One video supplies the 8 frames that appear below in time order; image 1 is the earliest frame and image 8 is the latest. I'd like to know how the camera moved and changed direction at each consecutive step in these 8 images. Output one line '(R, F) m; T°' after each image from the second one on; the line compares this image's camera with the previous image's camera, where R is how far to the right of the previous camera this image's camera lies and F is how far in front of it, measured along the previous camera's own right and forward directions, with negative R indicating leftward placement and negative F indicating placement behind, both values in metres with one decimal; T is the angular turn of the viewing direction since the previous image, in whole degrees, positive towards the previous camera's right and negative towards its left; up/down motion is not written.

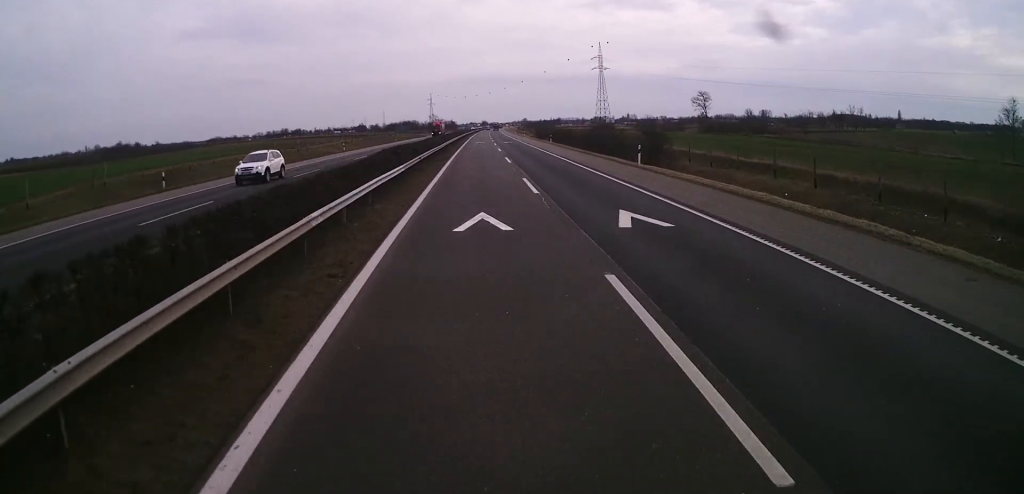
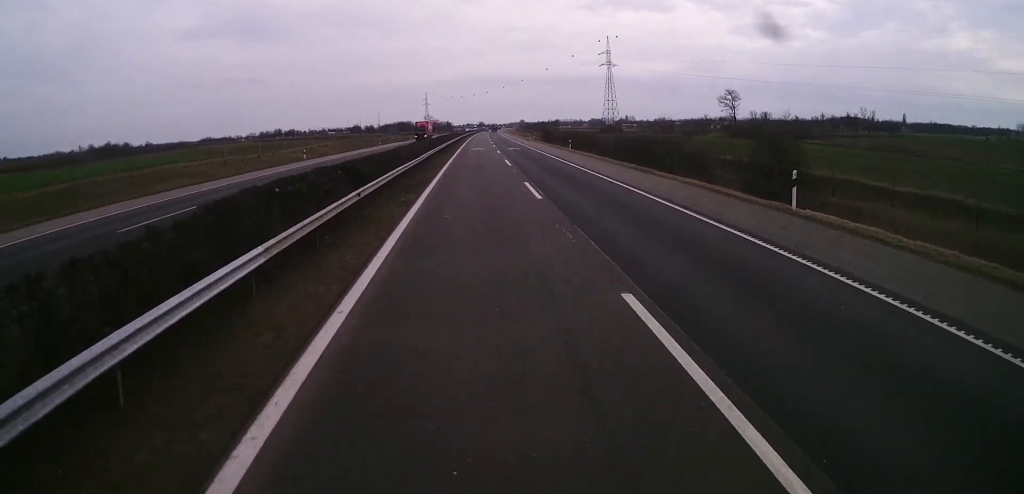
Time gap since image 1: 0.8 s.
(0.0, +18.8) m; 0°
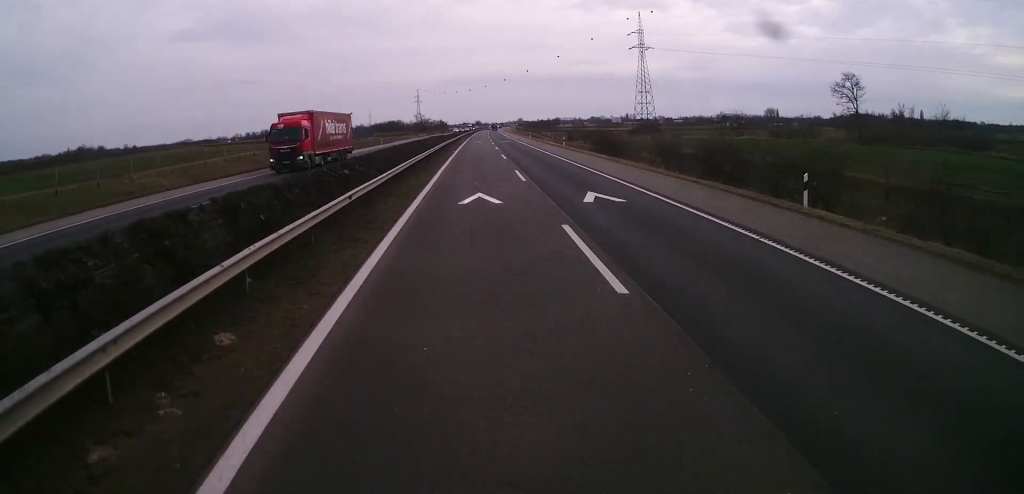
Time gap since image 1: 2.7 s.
(+0.3, +46.8) m; +1°
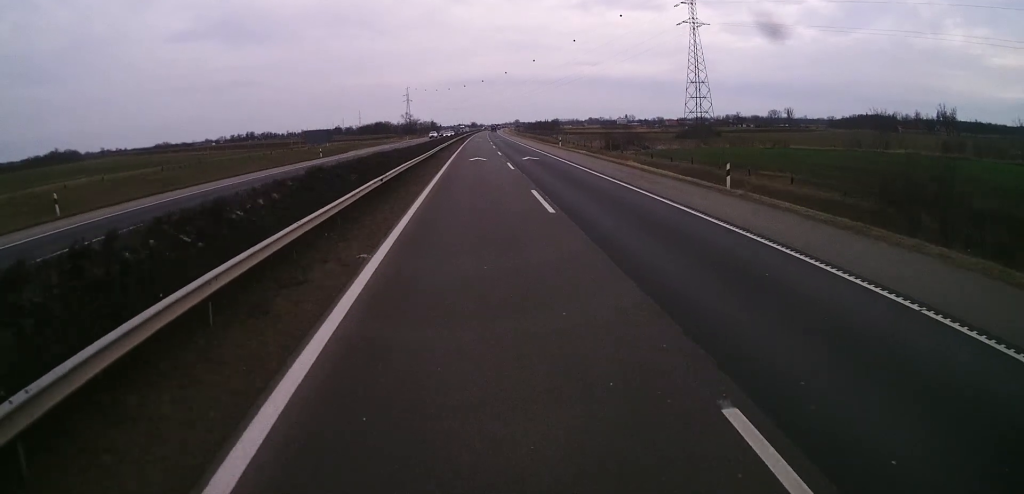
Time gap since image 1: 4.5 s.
(+0.3, +42.7) m; 0°
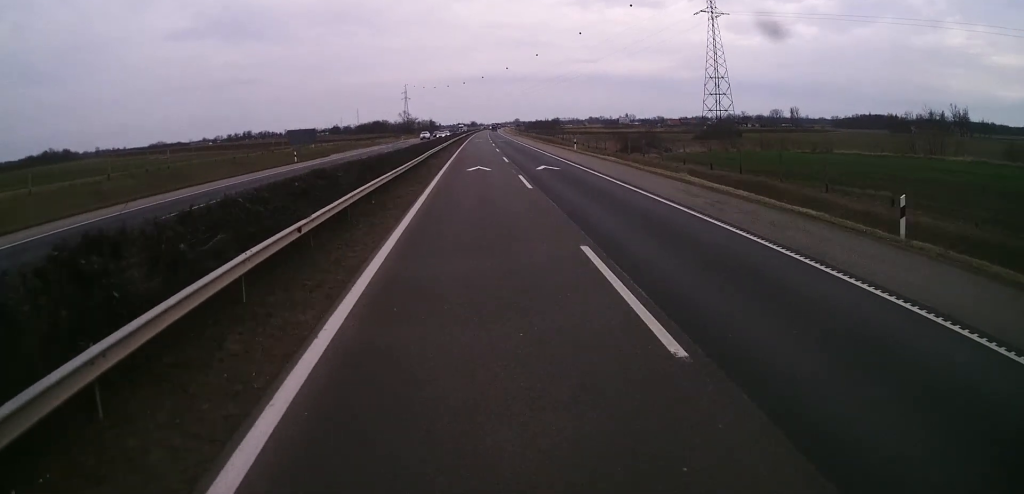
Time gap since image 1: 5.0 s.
(-0.1, +9.7) m; 0°
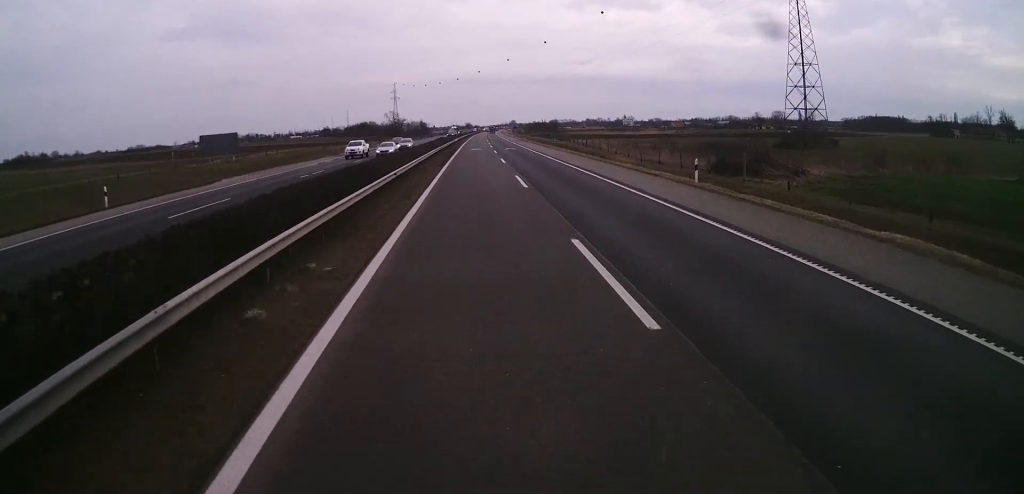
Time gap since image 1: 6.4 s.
(0.0, +29.5) m; 0°
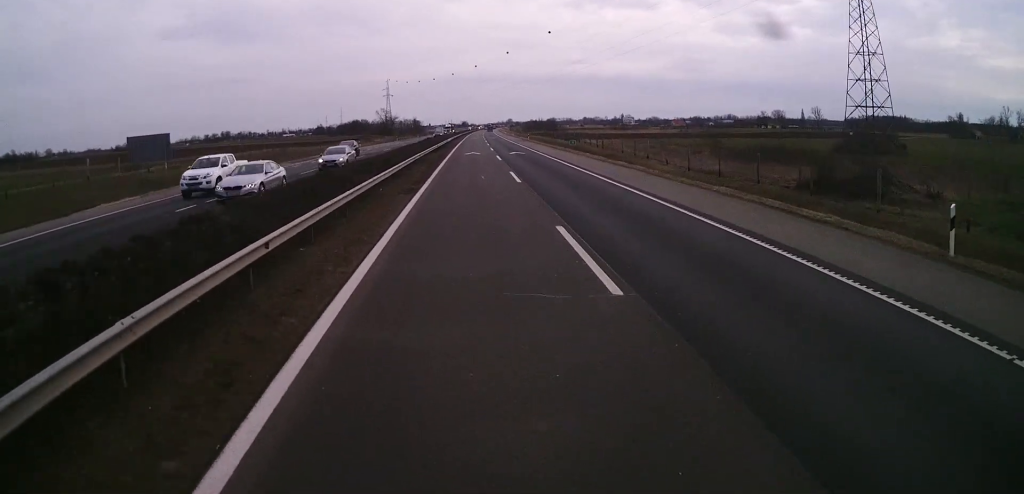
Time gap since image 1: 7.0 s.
(-0.1, +13.8) m; 0°
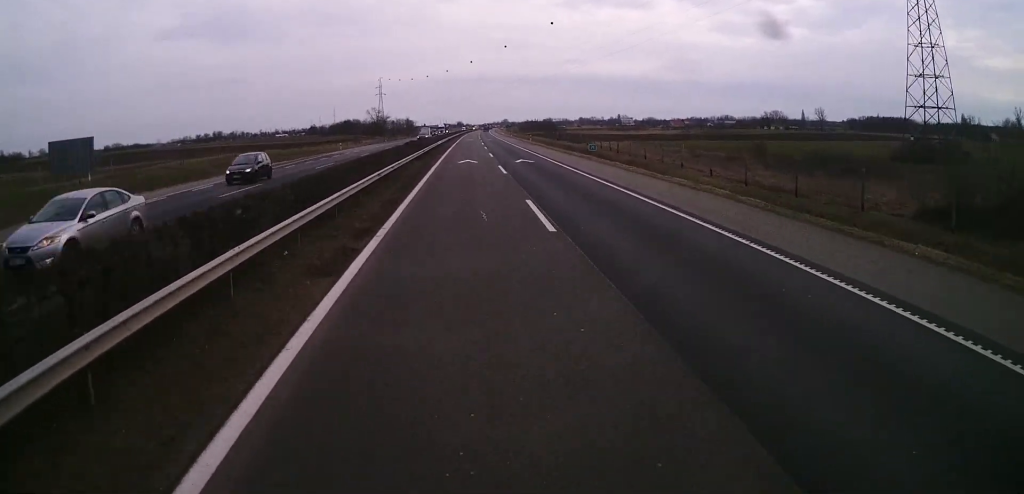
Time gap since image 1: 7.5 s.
(0.0, +11.1) m; 0°
